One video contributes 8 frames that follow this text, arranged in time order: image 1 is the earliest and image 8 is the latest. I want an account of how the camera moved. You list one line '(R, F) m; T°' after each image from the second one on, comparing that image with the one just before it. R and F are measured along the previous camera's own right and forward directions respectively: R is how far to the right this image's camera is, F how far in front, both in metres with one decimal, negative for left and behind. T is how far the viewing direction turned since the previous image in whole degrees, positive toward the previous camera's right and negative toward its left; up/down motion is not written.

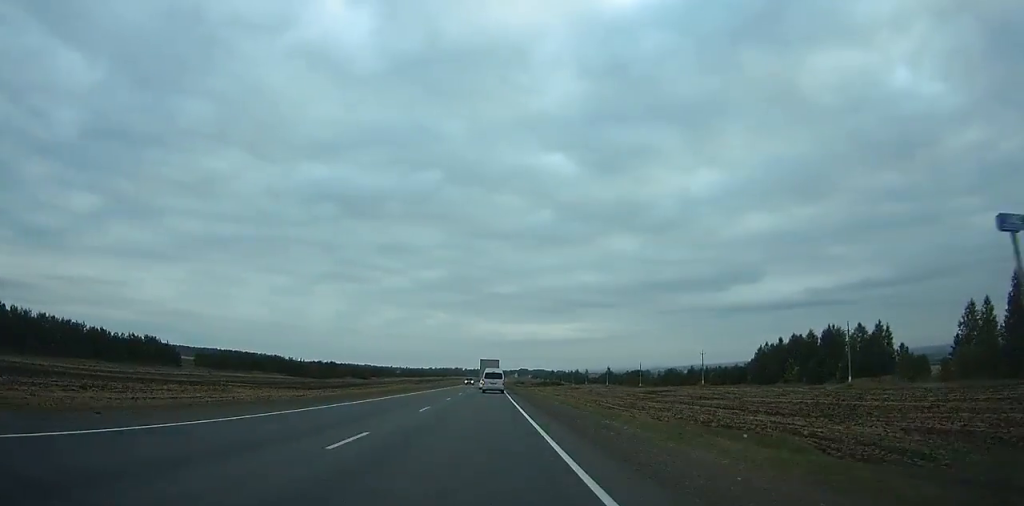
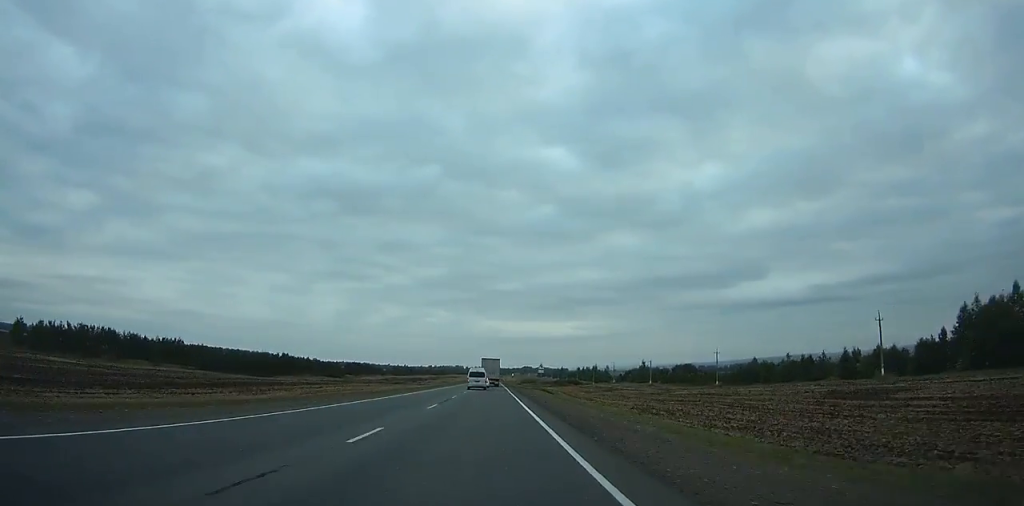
(0.0, +69.4) m; 0°
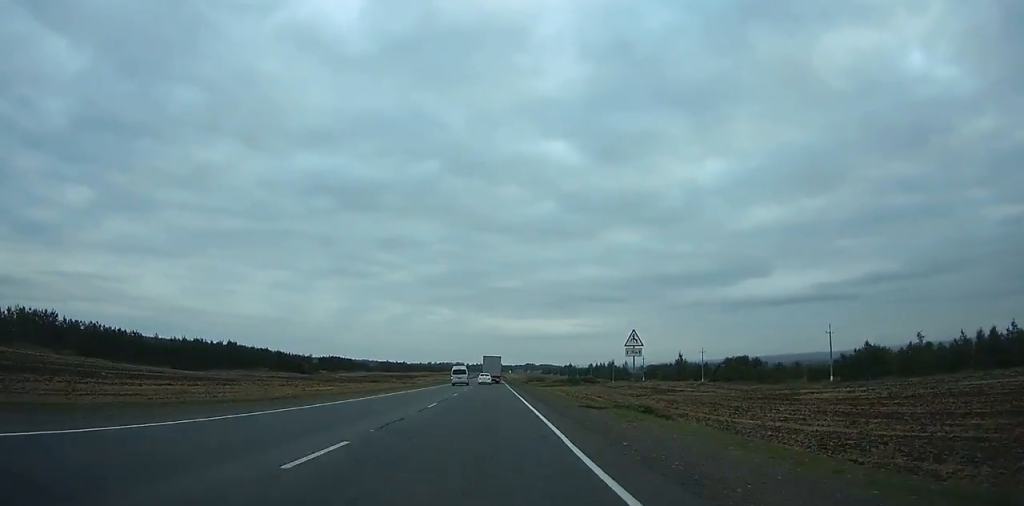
(-0.1, +49.2) m; 0°
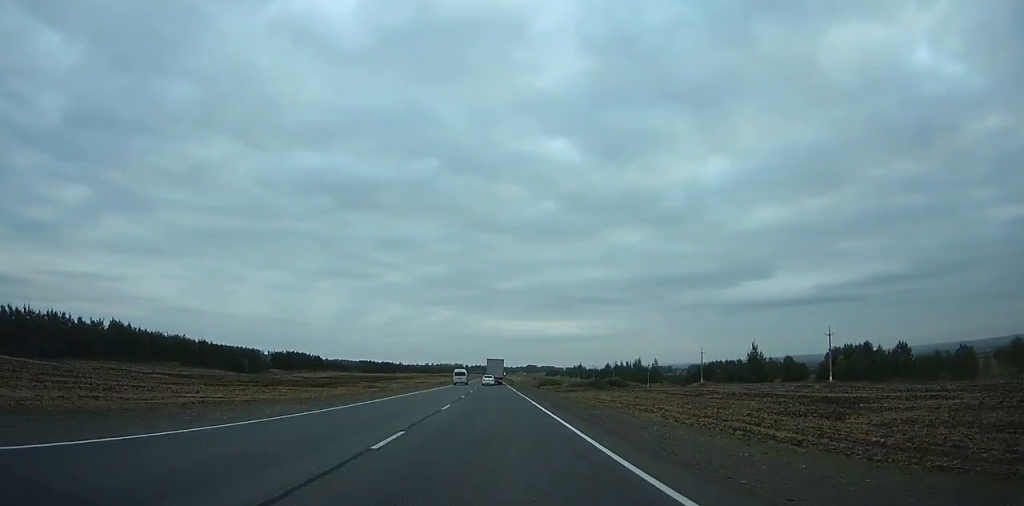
(-0.3, +58.9) m; 0°
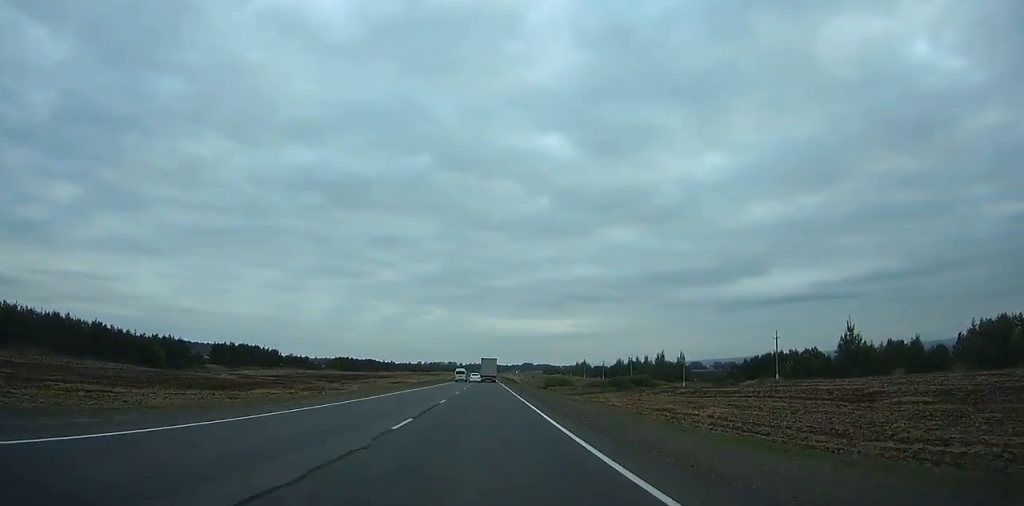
(+0.1, +45.9) m; 0°
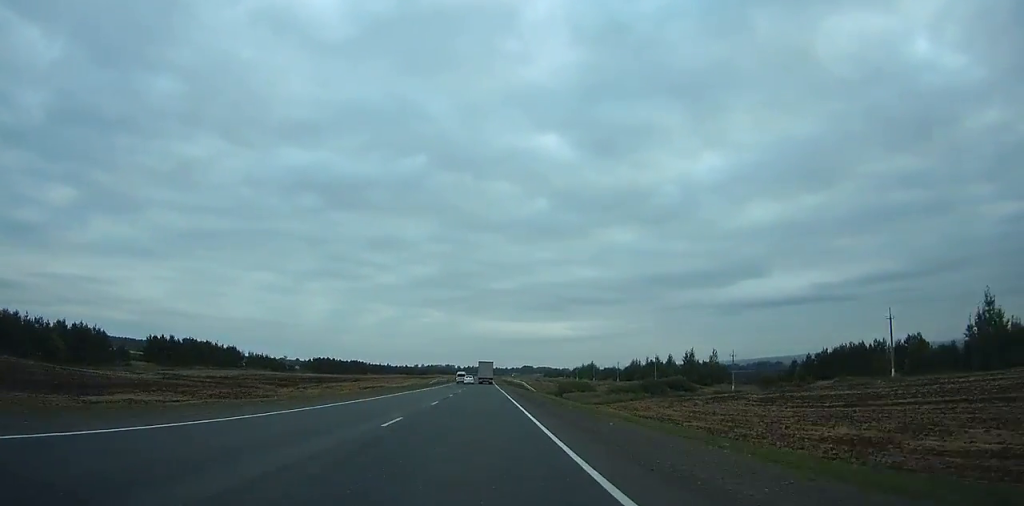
(+0.1, +35.6) m; 0°
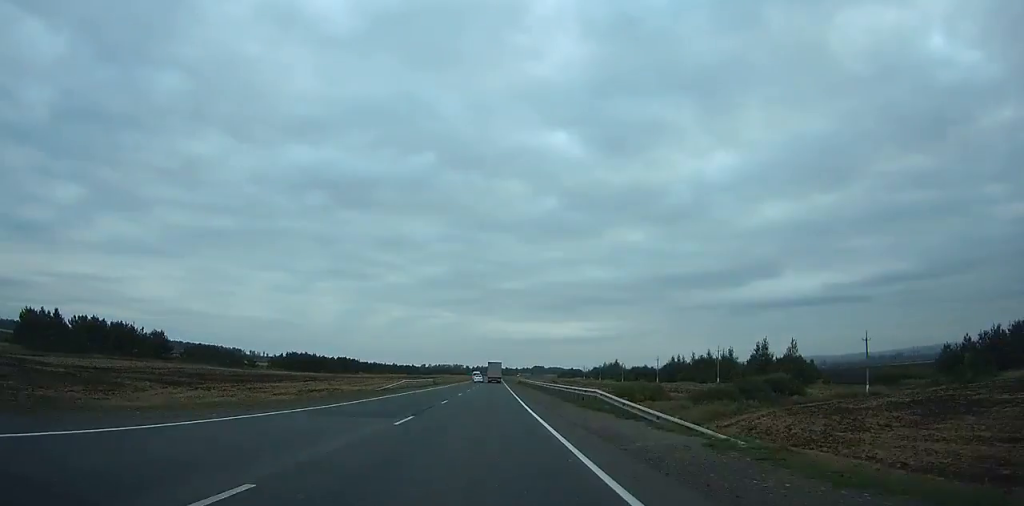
(+0.2, +46.9) m; 0°
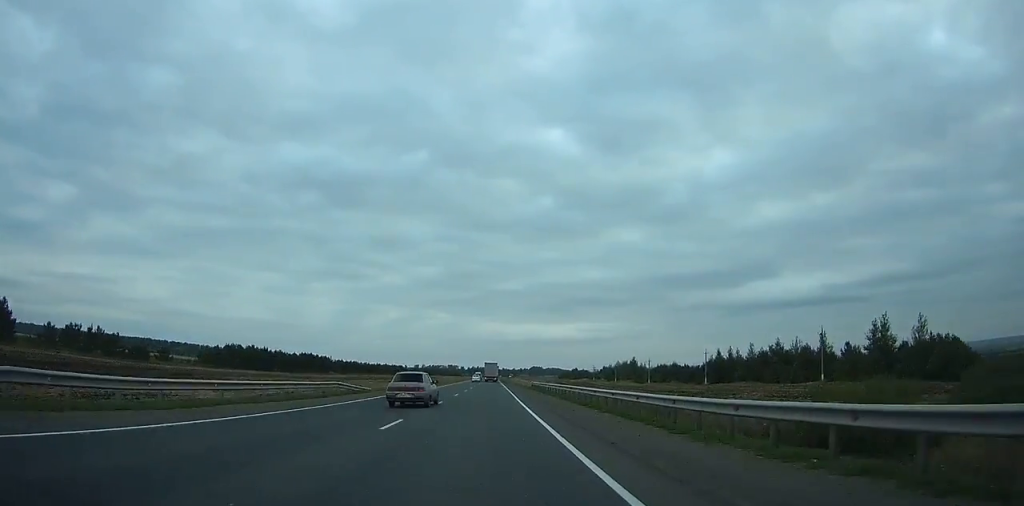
(-0.2, +50.3) m; 0°
